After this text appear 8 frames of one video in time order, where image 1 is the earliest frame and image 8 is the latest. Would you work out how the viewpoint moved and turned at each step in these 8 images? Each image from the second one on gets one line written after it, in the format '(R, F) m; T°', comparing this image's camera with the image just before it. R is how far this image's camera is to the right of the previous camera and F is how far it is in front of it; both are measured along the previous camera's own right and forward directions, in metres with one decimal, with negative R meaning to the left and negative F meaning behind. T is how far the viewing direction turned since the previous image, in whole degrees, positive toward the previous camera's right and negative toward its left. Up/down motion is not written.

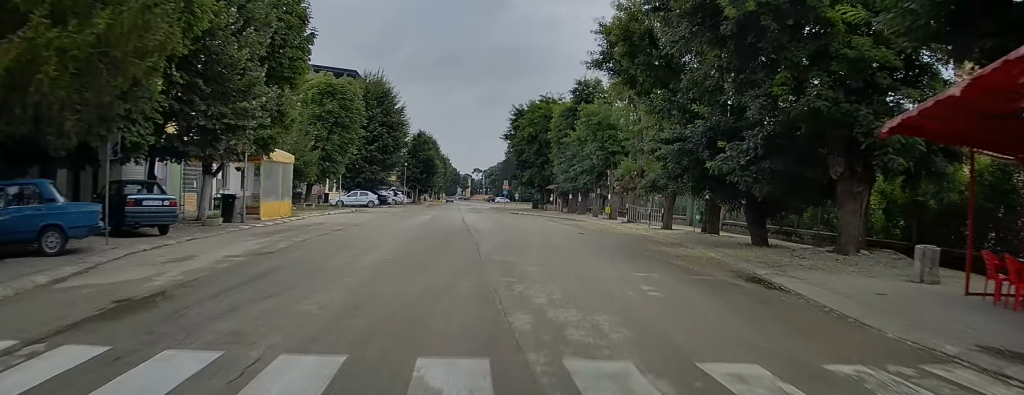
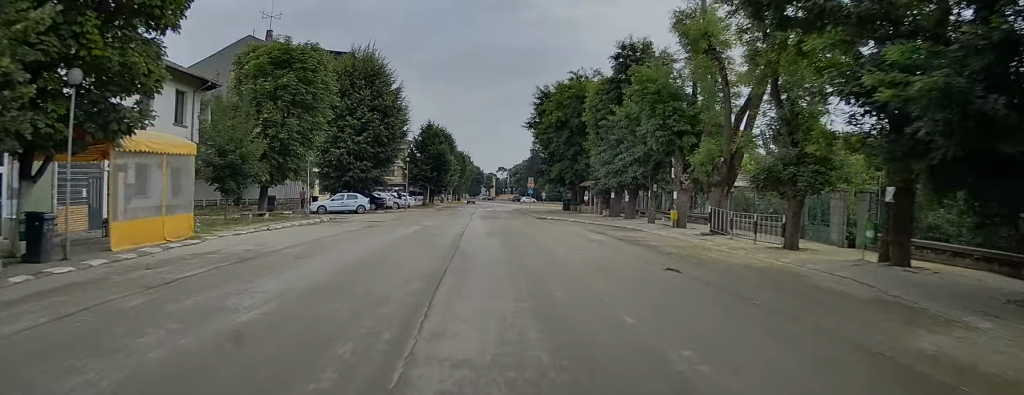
(0.0, +11.7) m; +2°
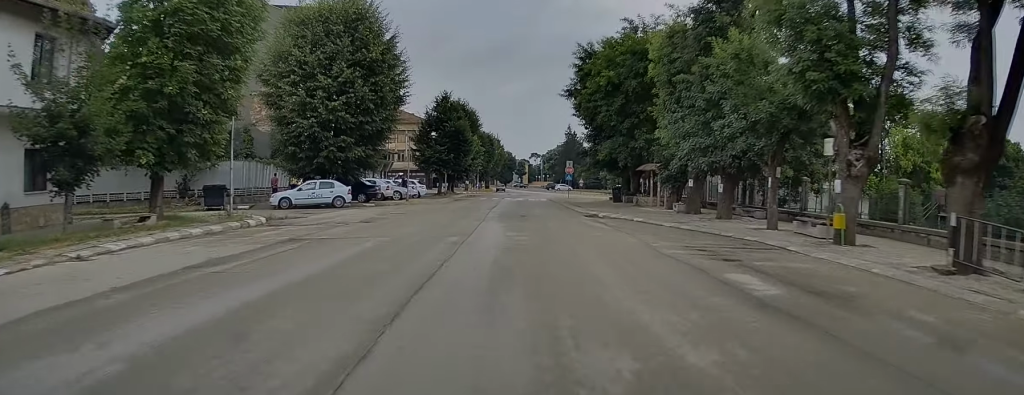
(+0.4, +12.4) m; 0°
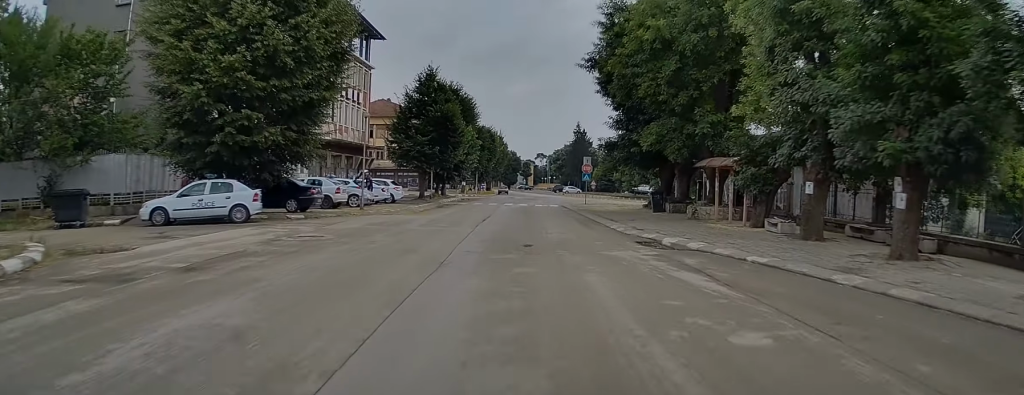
(-0.5, +12.9) m; -2°
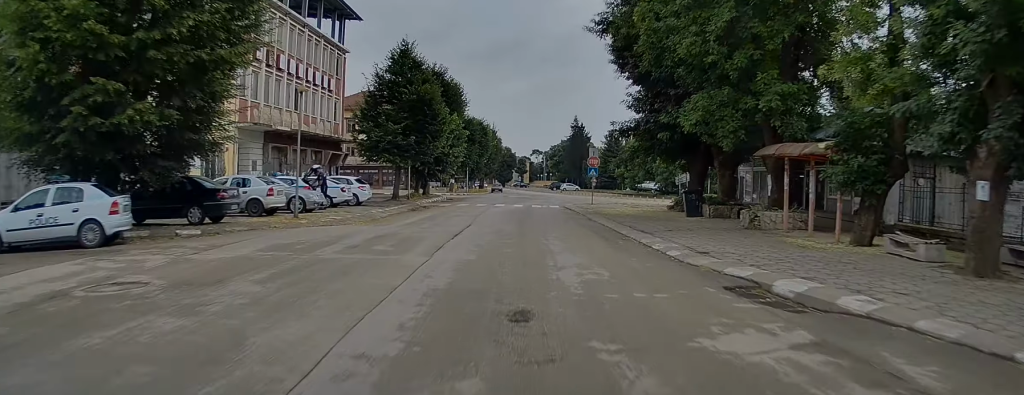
(0.0, +8.2) m; 0°
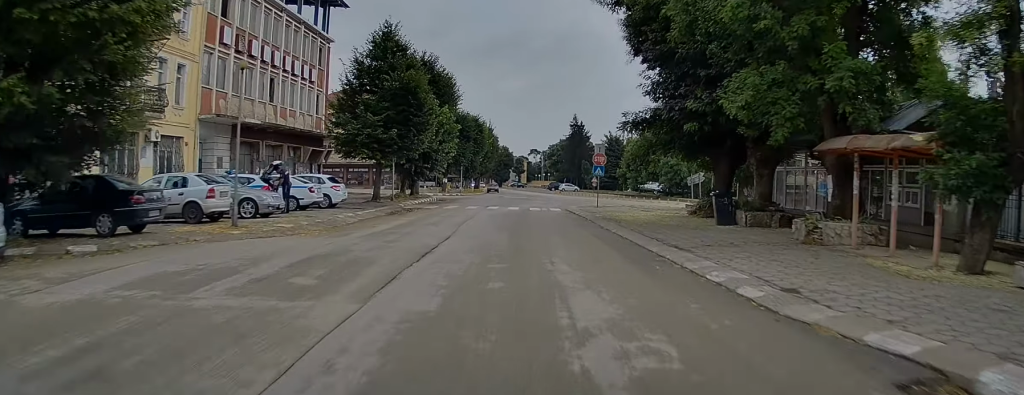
(0.0, +4.7) m; 0°
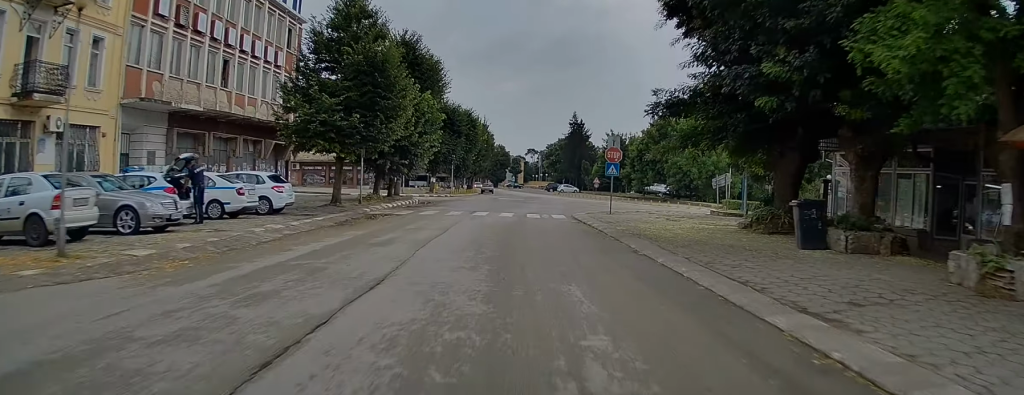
(0.0, +7.5) m; 0°
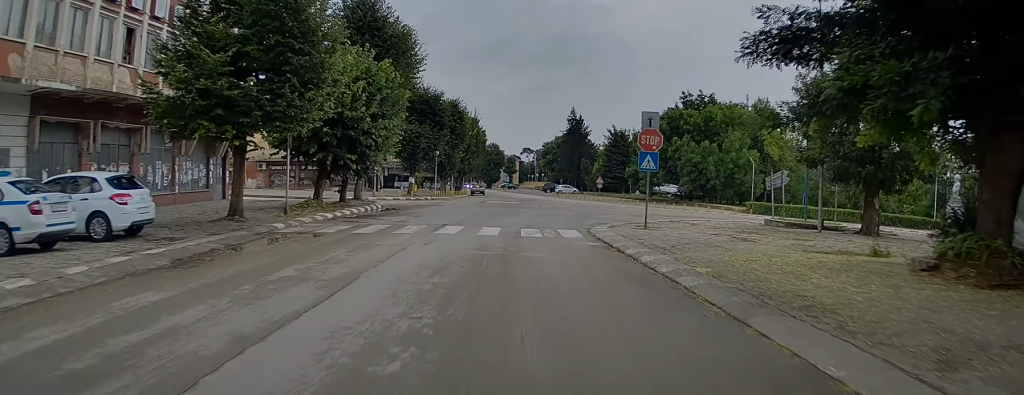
(+0.1, +10.4) m; +1°
